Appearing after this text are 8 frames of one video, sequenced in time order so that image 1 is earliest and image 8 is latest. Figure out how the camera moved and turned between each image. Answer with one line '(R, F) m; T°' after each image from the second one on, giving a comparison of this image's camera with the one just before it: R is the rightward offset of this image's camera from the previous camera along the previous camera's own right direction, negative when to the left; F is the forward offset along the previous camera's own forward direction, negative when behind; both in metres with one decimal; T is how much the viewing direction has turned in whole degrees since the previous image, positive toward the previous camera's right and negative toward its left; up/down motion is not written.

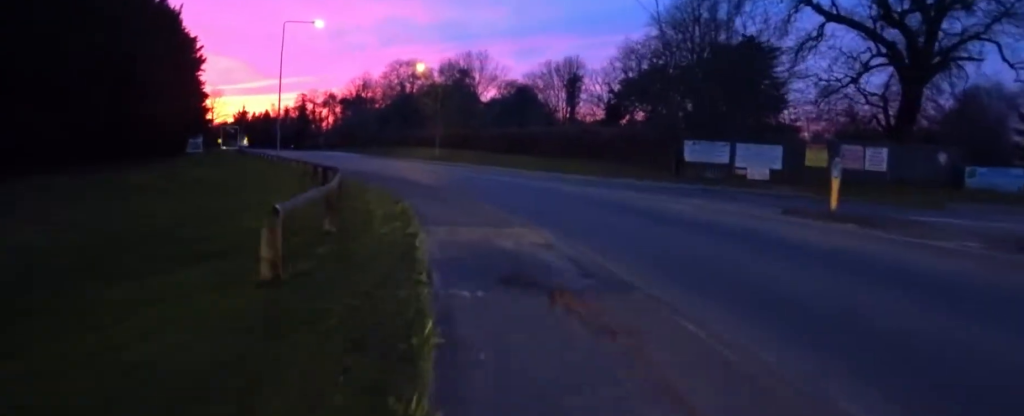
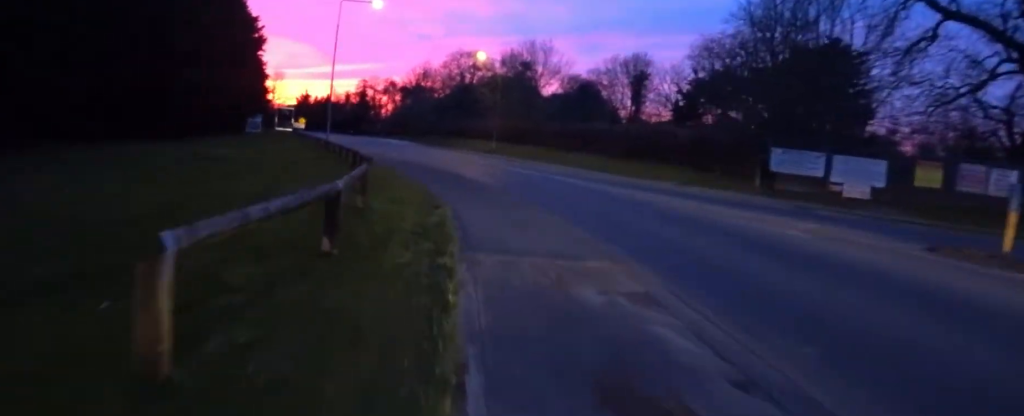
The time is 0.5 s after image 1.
(-0.7, +2.2) m; 0°
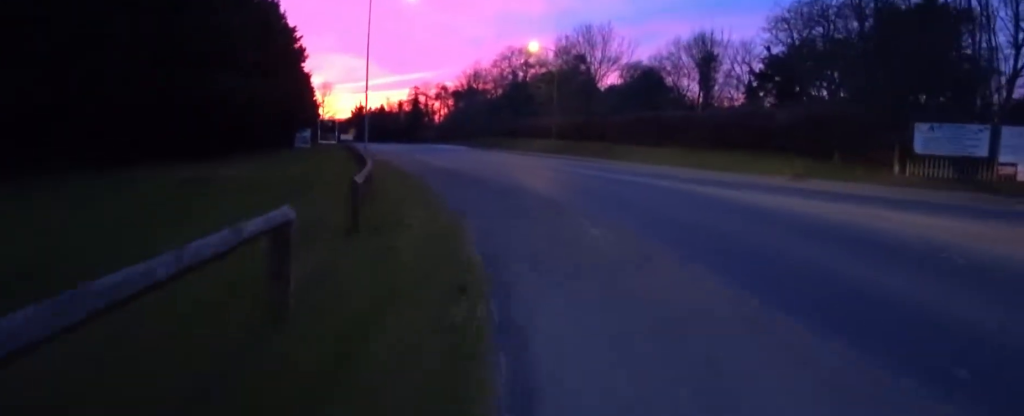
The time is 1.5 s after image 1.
(+0.7, +4.2) m; 0°
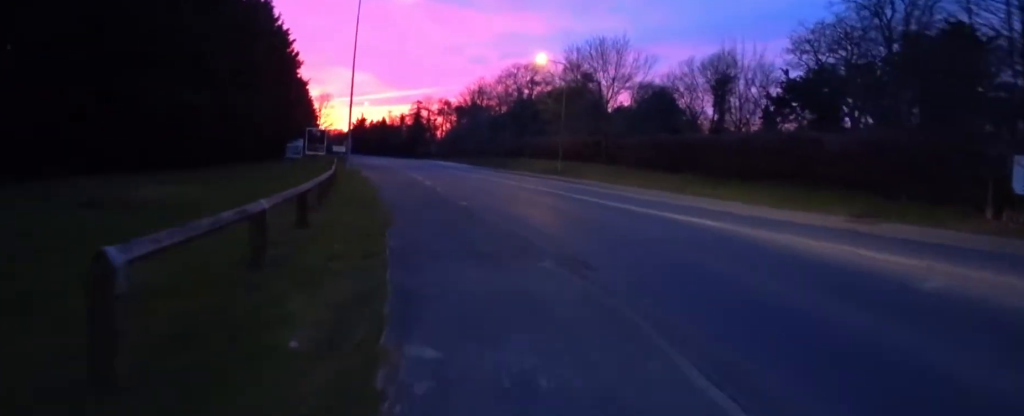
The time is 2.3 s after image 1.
(-0.4, +3.4) m; 0°
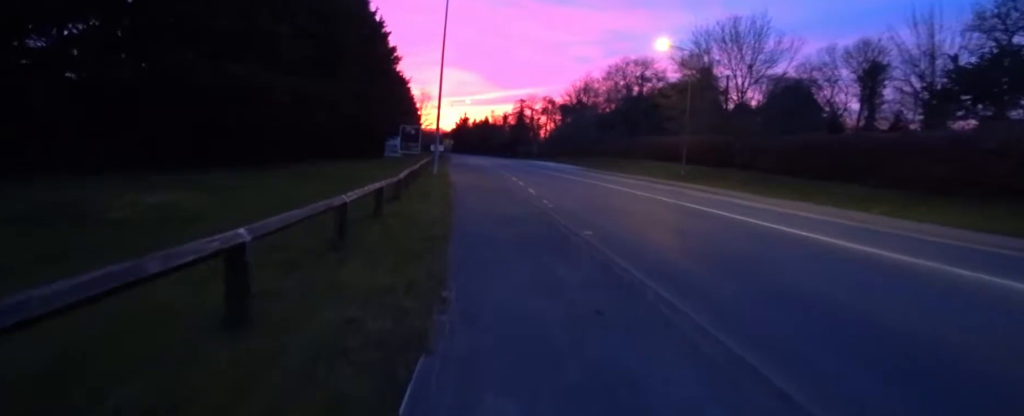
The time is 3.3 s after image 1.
(+0.1, +4.4) m; -3°
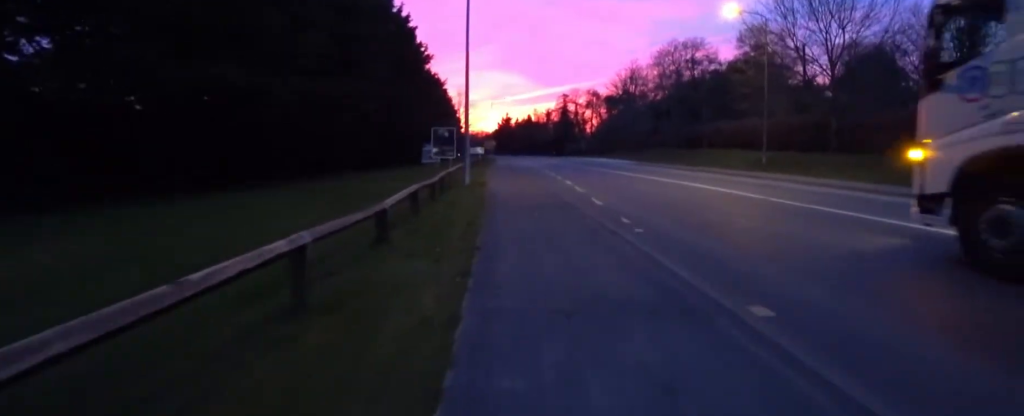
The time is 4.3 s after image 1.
(-0.3, +4.5) m; -12°
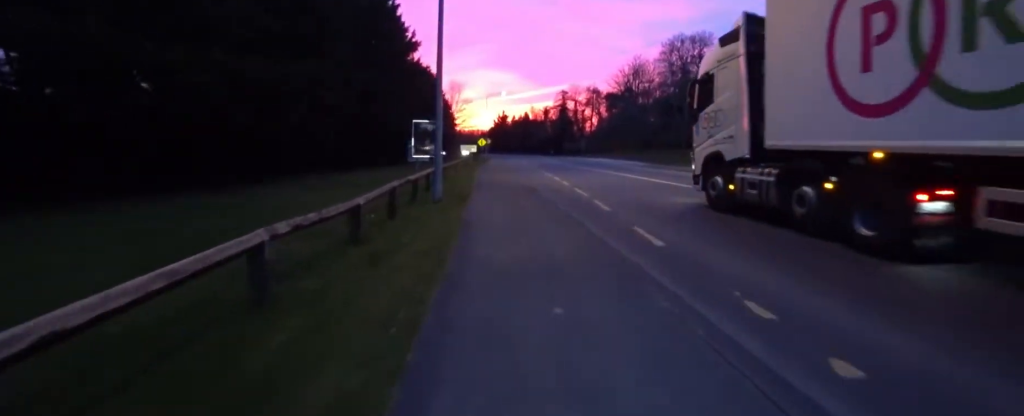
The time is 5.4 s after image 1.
(-0.7, +5.2) m; -8°
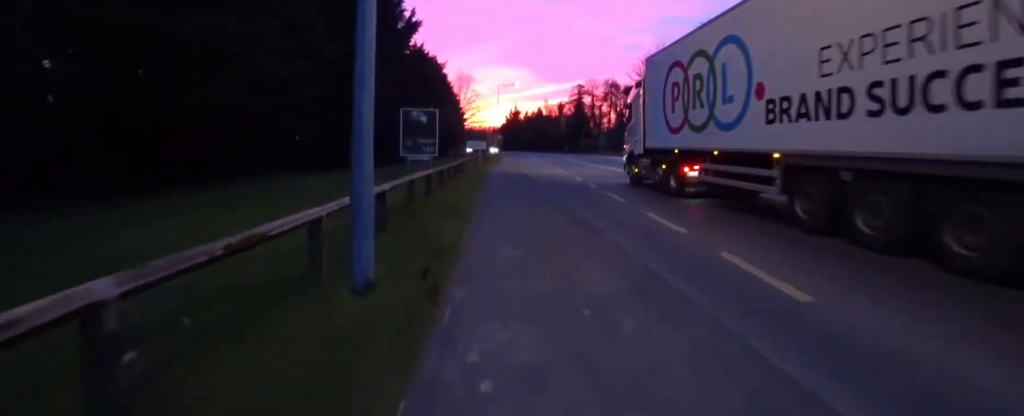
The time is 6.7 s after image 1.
(0.0, +6.5) m; 0°
